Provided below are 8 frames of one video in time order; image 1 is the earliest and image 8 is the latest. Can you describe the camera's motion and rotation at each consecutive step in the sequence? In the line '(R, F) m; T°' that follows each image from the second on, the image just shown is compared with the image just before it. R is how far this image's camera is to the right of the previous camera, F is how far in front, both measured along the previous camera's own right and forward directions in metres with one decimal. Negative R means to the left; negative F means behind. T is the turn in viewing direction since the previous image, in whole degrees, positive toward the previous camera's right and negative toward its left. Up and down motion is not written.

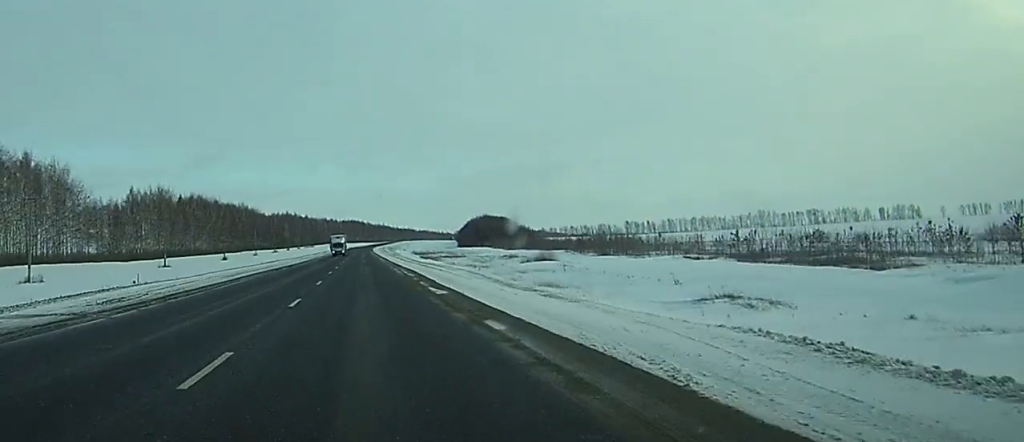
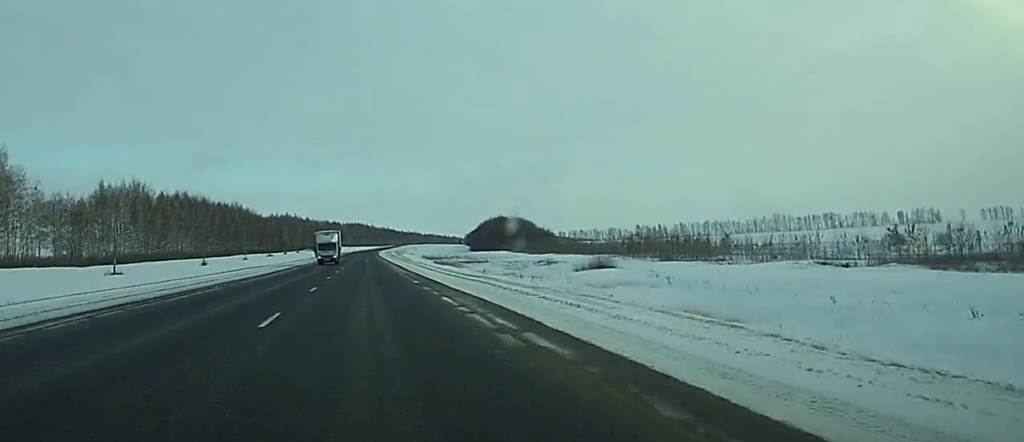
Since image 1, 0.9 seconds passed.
(+0.1, +31.0) m; 0°
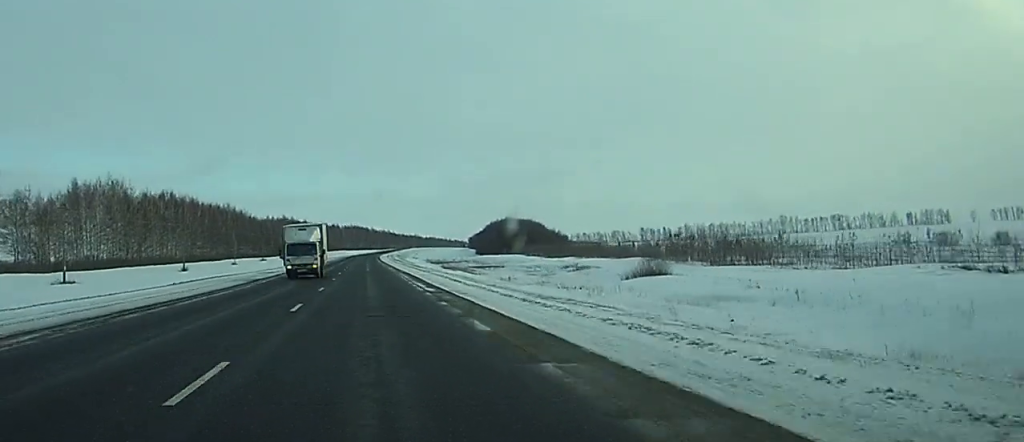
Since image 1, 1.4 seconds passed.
(0.0, +19.1) m; 0°
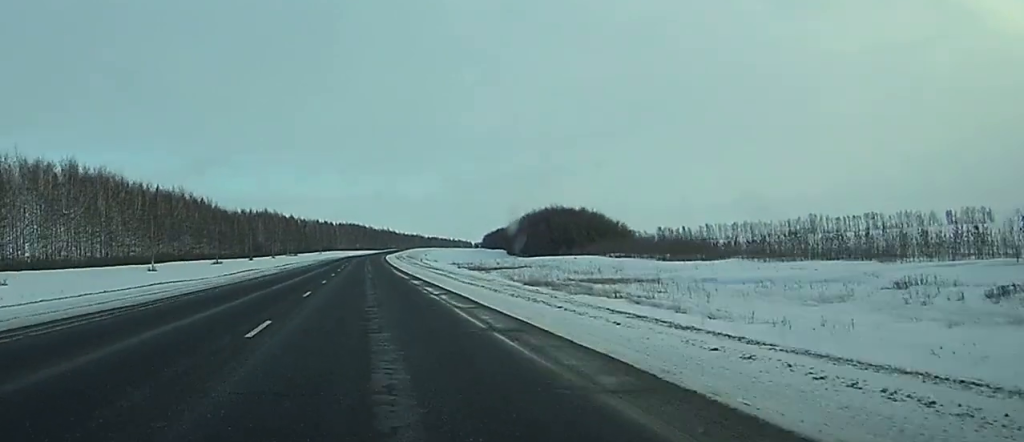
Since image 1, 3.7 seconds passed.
(+0.3, +81.5) m; +1°
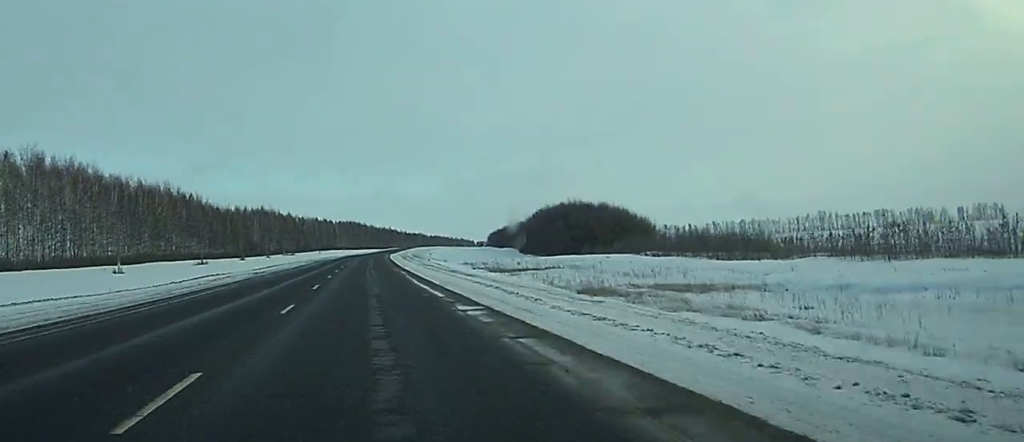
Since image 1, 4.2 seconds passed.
(+0.5, +19.2) m; 0°
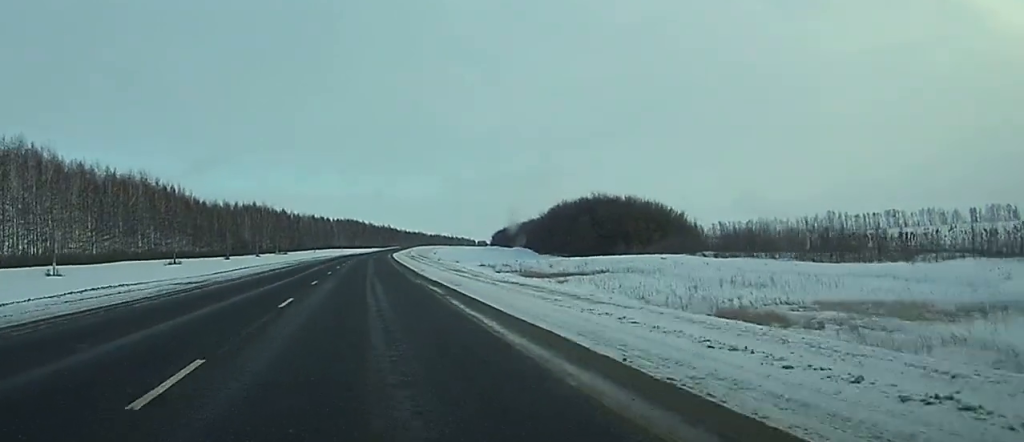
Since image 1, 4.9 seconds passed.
(-0.8, +23.8) m; -1°
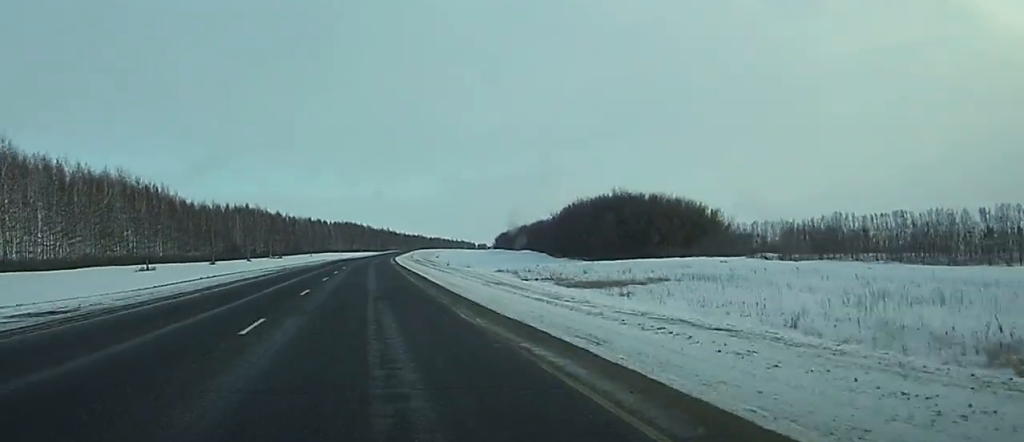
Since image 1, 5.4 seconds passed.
(-0.4, +17.8) m; 0°
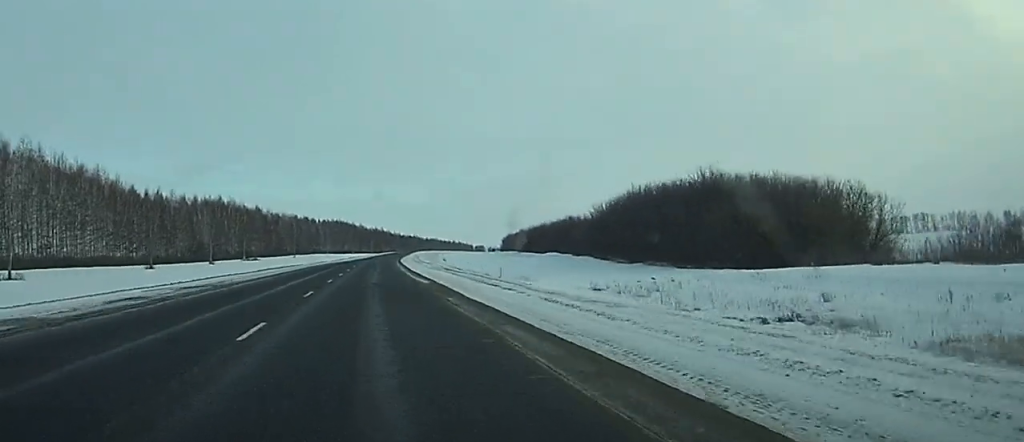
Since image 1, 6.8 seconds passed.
(+0.9, +49.9) m; +1°
